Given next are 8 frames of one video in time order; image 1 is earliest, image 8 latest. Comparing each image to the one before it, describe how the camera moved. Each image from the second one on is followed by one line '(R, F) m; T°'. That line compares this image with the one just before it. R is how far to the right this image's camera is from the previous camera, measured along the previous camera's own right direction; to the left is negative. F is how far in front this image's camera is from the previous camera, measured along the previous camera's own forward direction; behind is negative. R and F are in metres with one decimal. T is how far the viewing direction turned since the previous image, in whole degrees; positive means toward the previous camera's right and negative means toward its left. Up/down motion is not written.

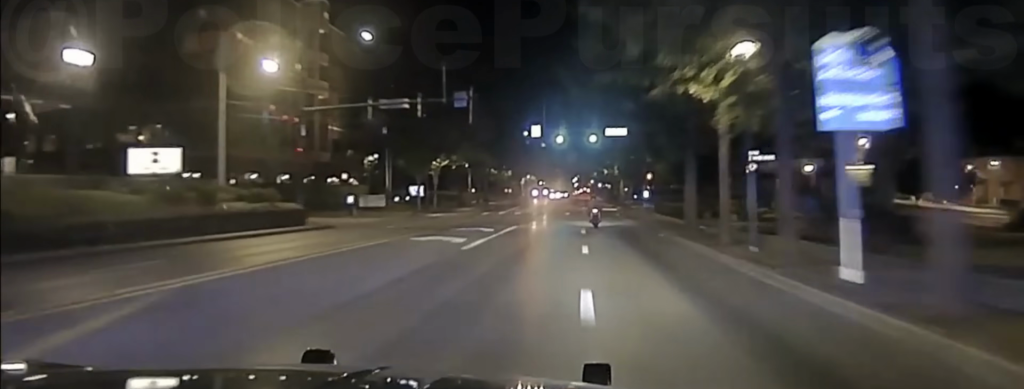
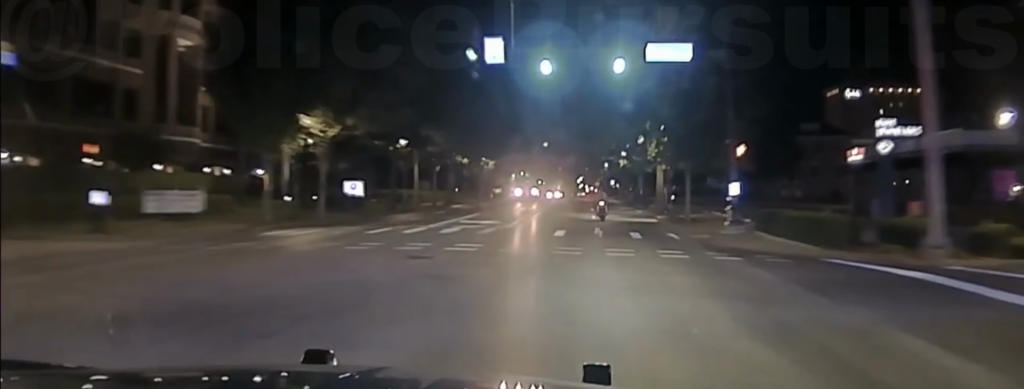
(+0.2, +36.6) m; 0°
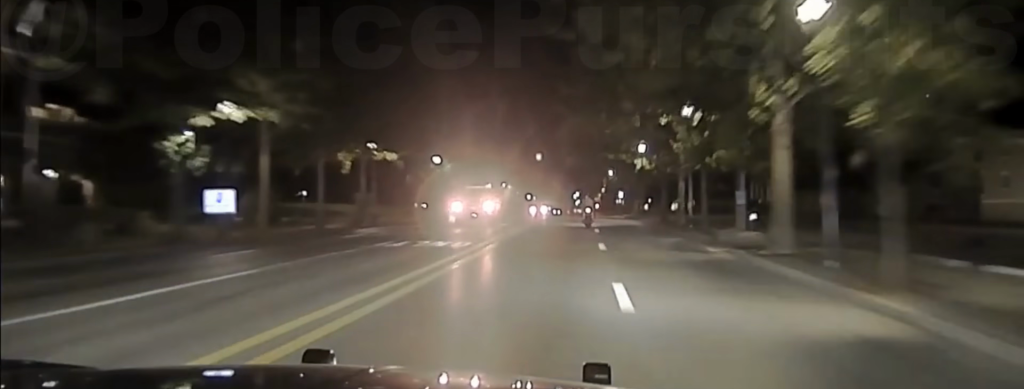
(-0.2, +32.2) m; 0°
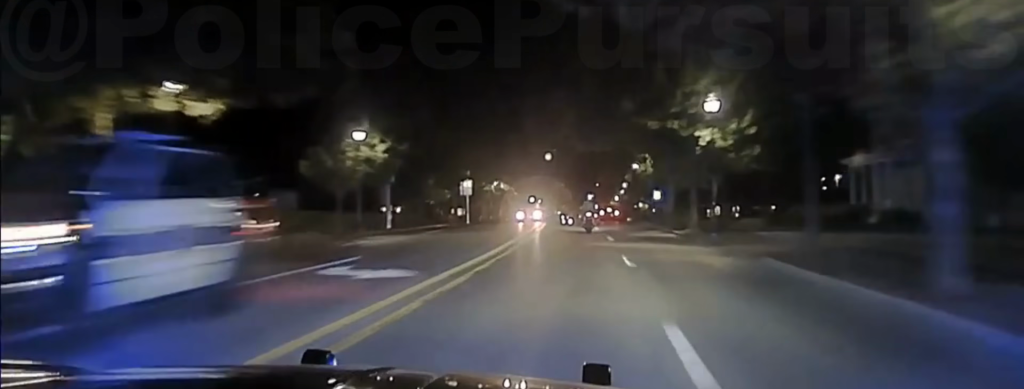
(+0.2, +28.9) m; 0°
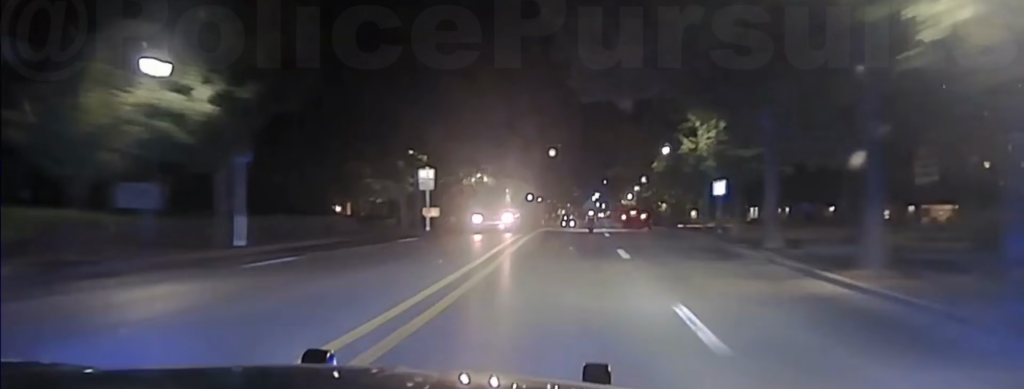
(-0.2, +21.5) m; -1°
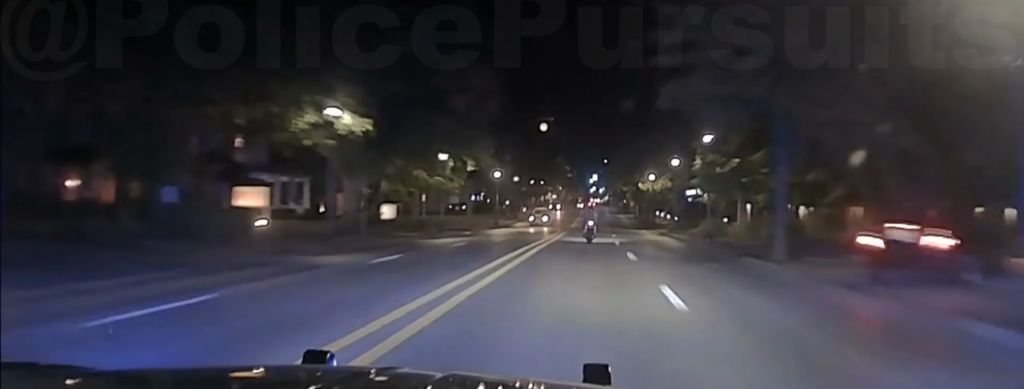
(+0.1, +45.2) m; +1°
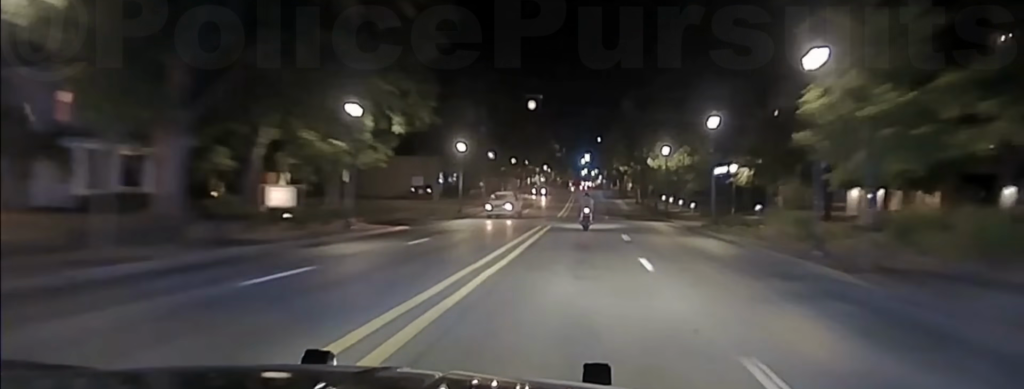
(+0.2, +20.3) m; 0°
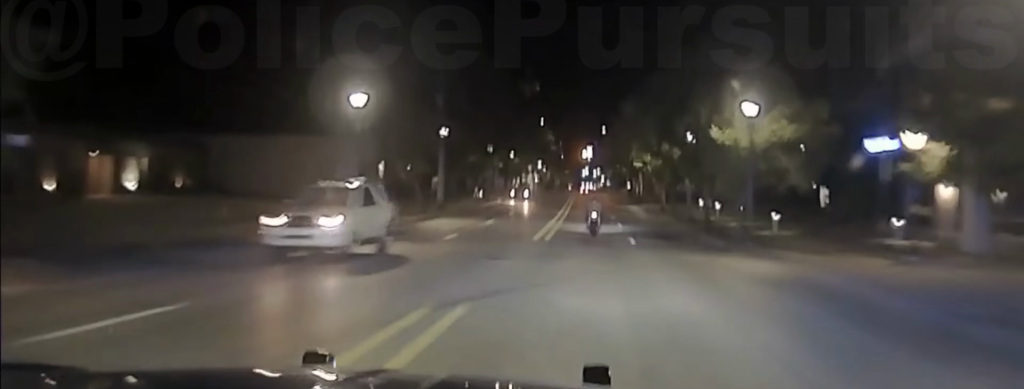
(+0.1, +30.3) m; 0°
